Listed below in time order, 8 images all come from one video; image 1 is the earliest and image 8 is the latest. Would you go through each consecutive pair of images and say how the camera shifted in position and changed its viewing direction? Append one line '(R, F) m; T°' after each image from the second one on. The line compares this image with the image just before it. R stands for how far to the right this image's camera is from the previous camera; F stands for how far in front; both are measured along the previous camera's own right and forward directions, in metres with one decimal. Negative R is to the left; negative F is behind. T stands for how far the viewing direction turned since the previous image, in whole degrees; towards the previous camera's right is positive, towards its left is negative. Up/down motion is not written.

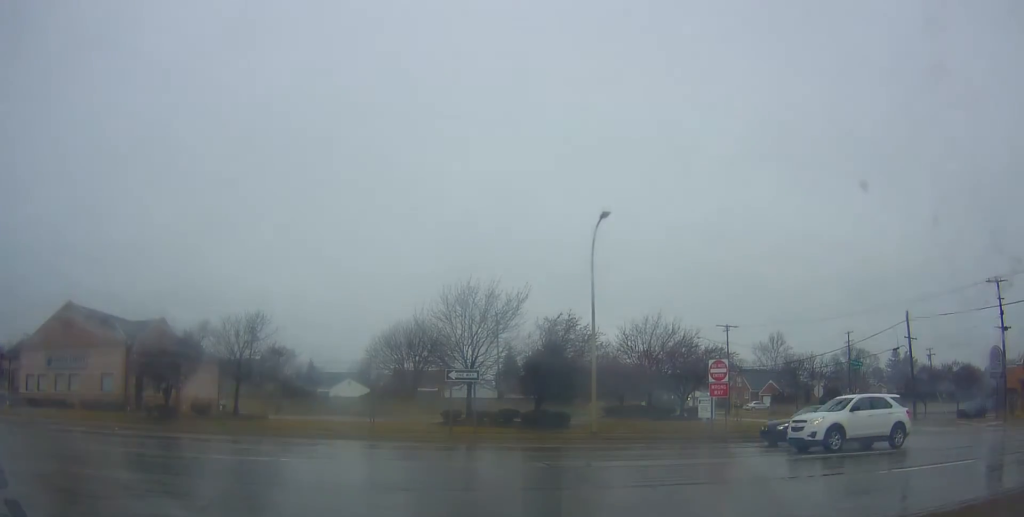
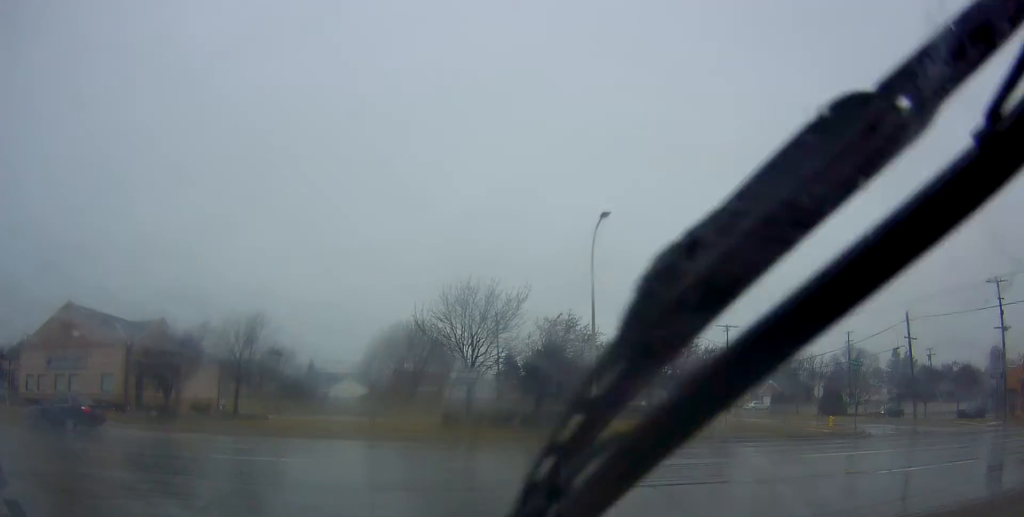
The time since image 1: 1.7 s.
(0.0, 0.0) m; 0°
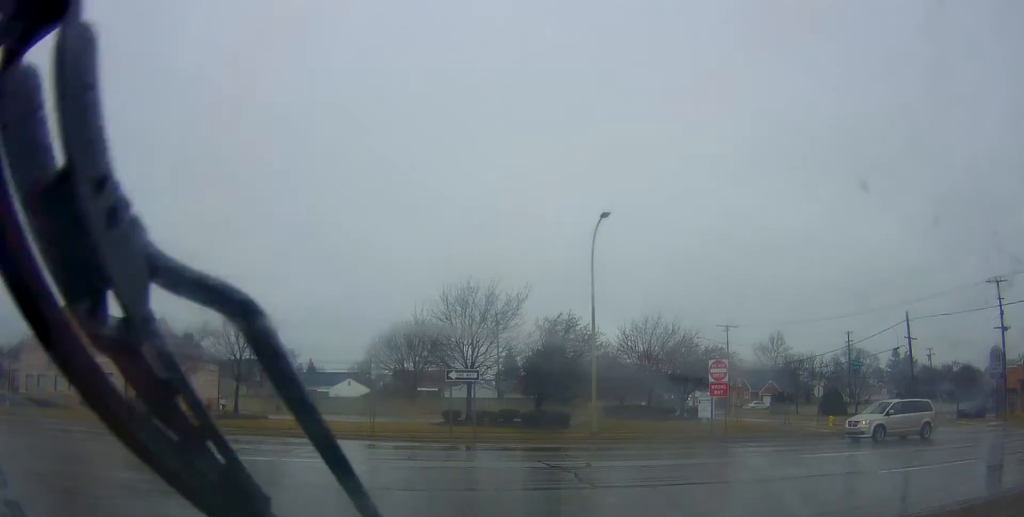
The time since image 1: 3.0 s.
(0.0, 0.0) m; 0°
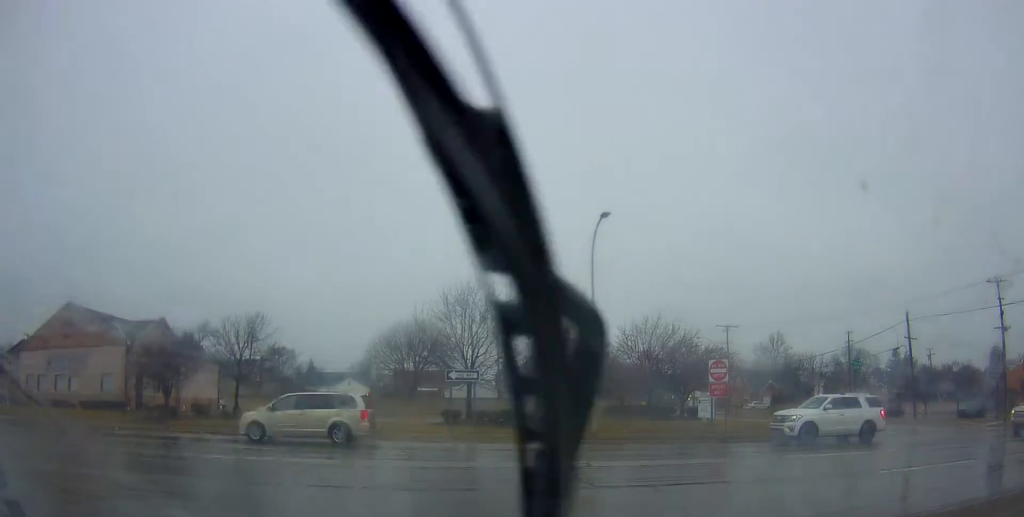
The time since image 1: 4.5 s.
(0.0, 0.0) m; 0°
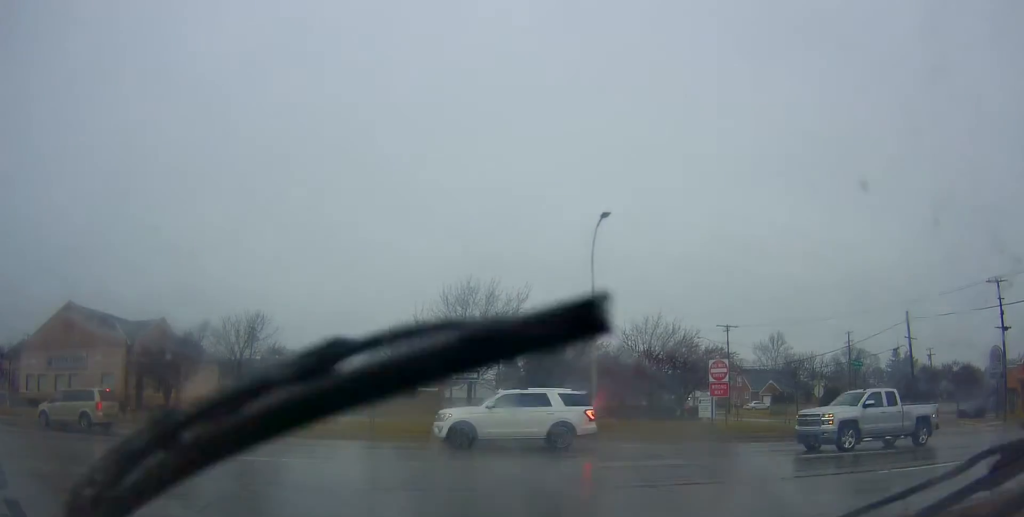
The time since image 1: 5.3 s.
(0.0, 0.0) m; 0°
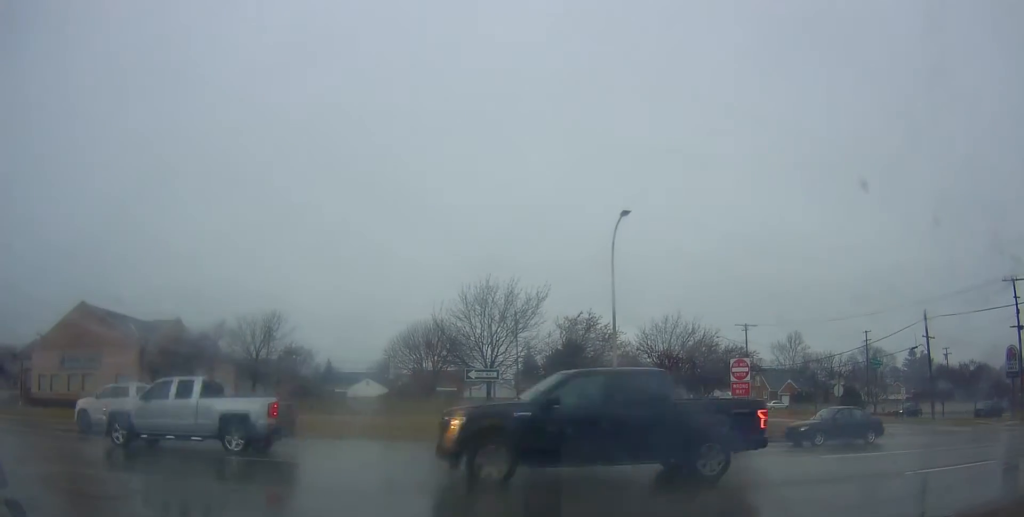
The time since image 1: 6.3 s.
(0.0, +0.3) m; 0°
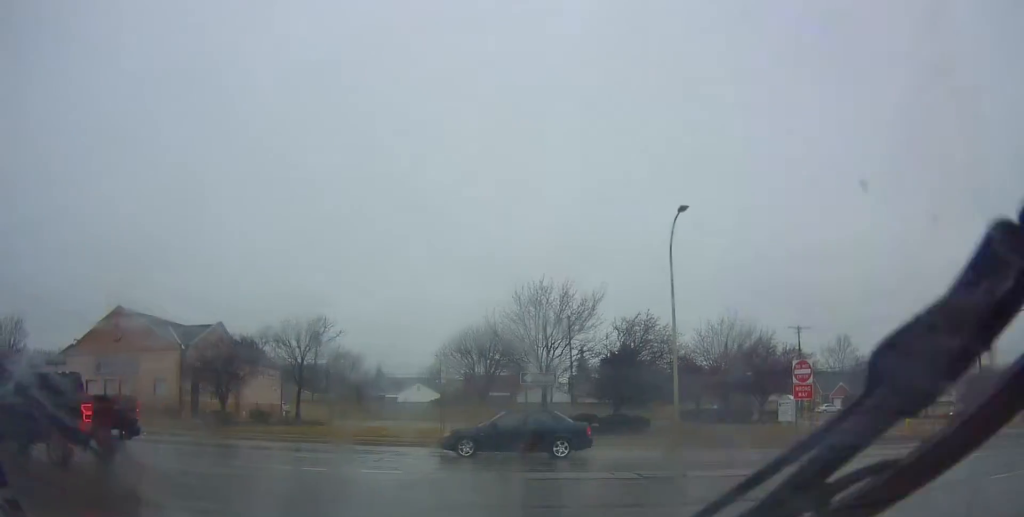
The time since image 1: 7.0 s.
(0.0, +0.6) m; 0°
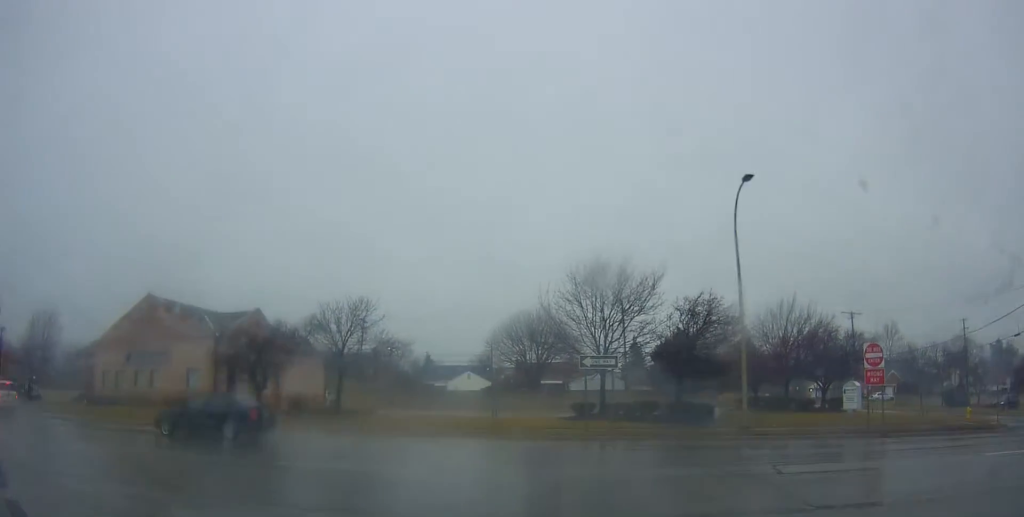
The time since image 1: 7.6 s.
(0.0, +1.7) m; -3°
